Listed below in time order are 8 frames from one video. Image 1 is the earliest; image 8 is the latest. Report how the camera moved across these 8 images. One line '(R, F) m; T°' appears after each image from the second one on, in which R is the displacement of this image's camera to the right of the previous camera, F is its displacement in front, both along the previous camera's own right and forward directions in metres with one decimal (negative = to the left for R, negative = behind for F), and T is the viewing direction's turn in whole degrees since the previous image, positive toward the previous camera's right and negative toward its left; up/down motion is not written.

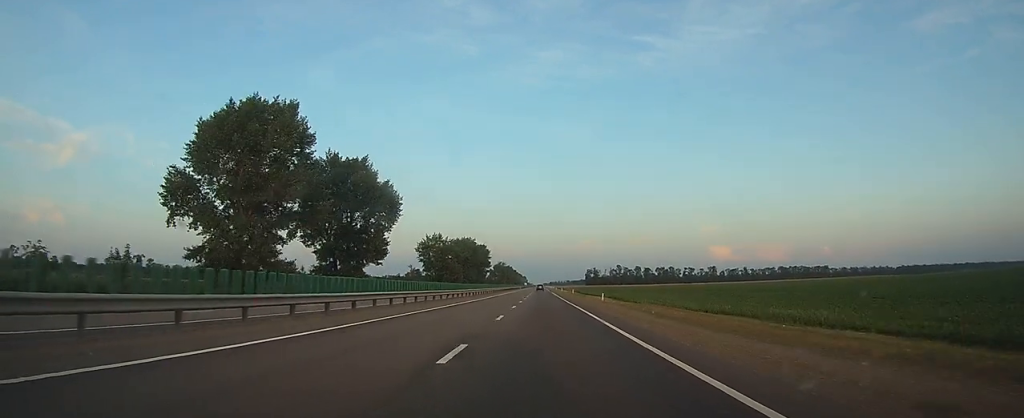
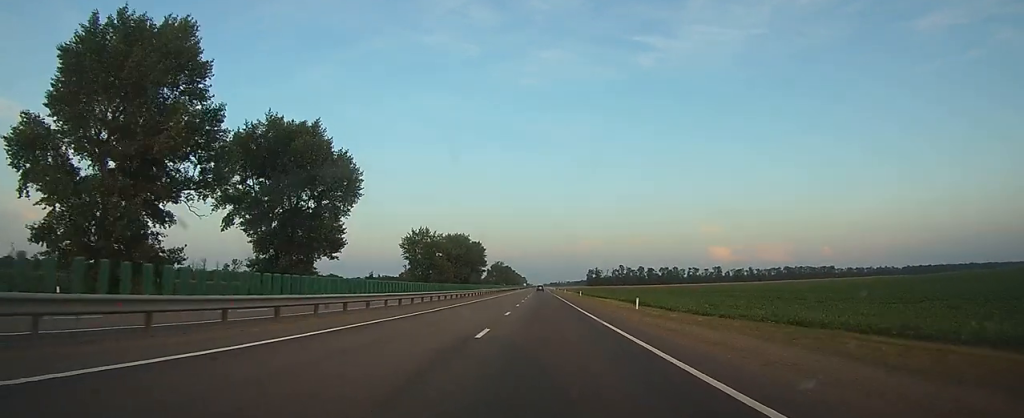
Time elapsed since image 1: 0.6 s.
(0.0, +18.8) m; 0°
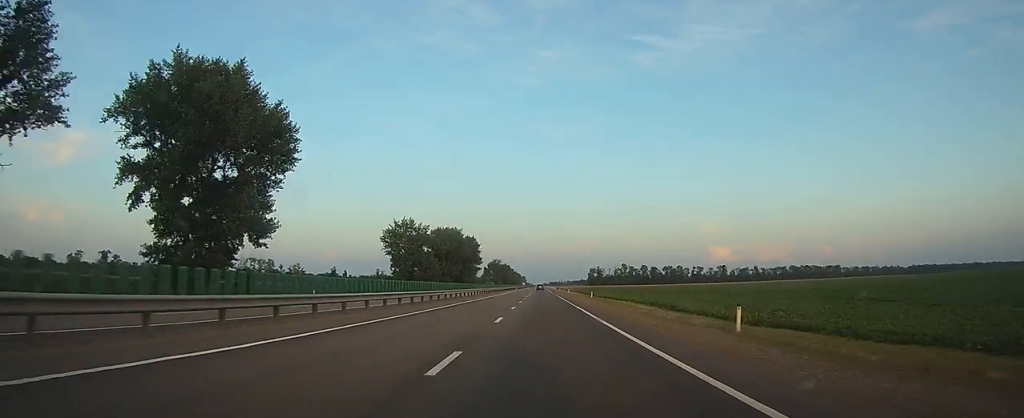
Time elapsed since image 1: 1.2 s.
(0.0, +17.9) m; 0°
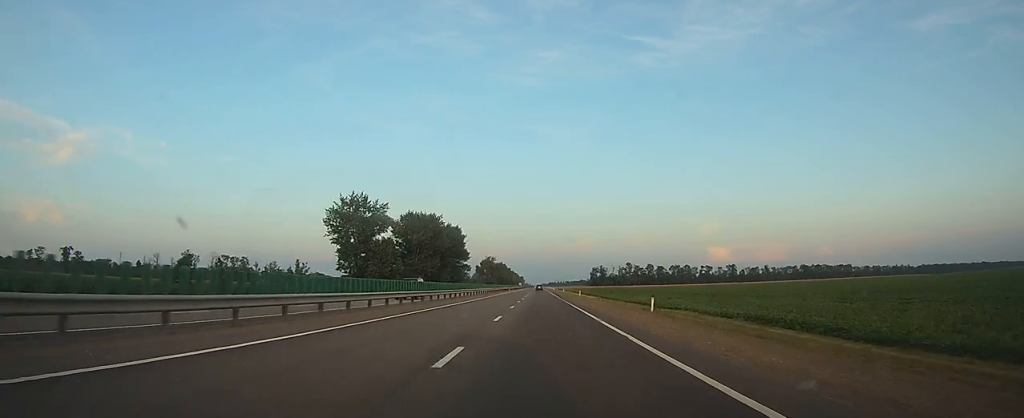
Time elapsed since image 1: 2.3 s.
(-0.1, +34.9) m; 0°
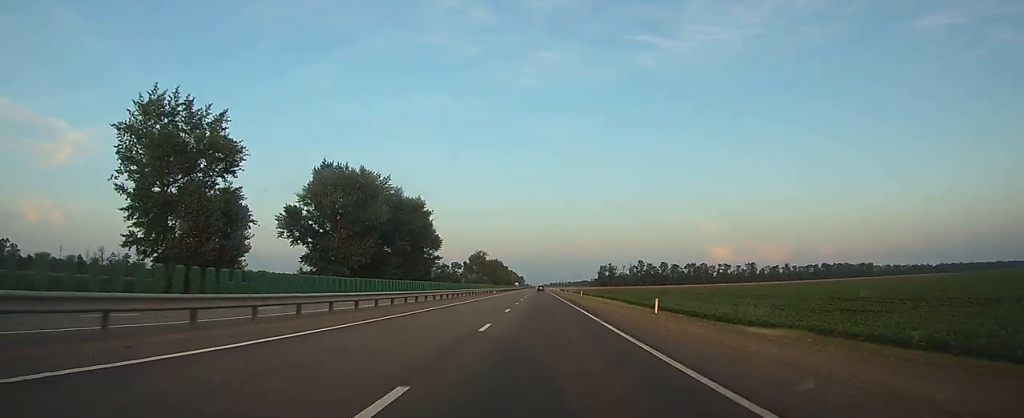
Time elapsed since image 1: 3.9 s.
(+0.1, +52.2) m; 0°
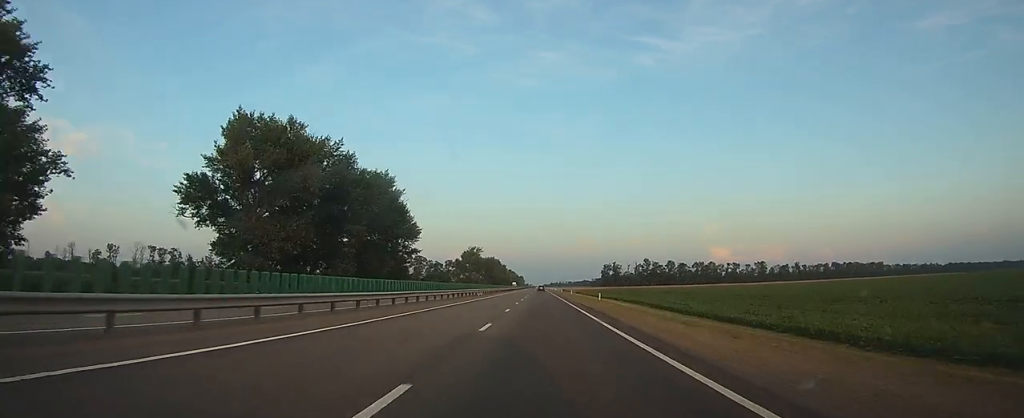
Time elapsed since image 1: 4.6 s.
(-0.1, +23.6) m; 0°
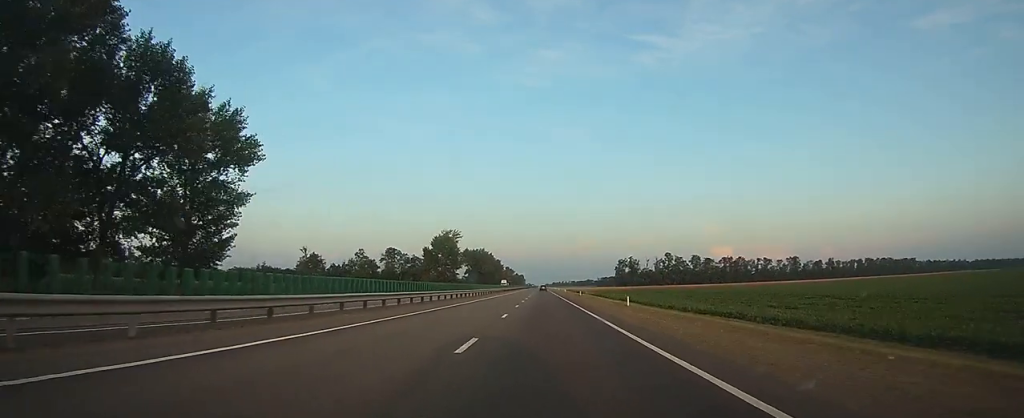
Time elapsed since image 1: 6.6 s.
(0.0, +64.8) m; 0°
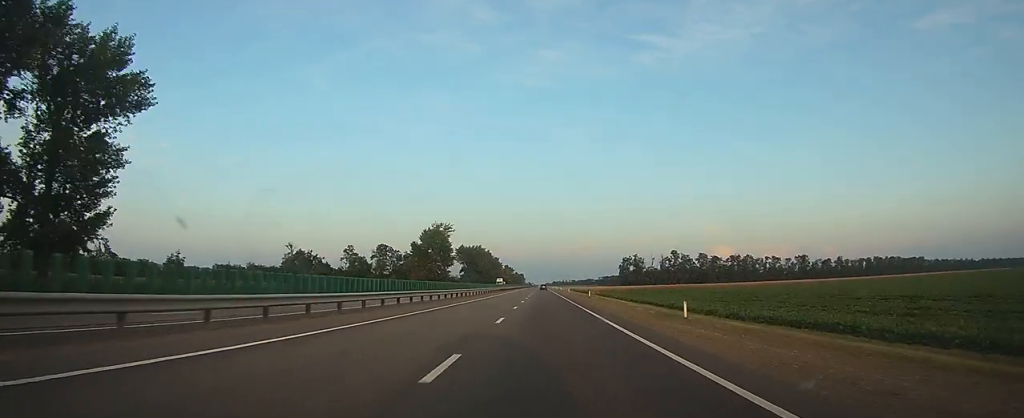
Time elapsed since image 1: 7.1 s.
(0.0, +15.2) m; 0°
